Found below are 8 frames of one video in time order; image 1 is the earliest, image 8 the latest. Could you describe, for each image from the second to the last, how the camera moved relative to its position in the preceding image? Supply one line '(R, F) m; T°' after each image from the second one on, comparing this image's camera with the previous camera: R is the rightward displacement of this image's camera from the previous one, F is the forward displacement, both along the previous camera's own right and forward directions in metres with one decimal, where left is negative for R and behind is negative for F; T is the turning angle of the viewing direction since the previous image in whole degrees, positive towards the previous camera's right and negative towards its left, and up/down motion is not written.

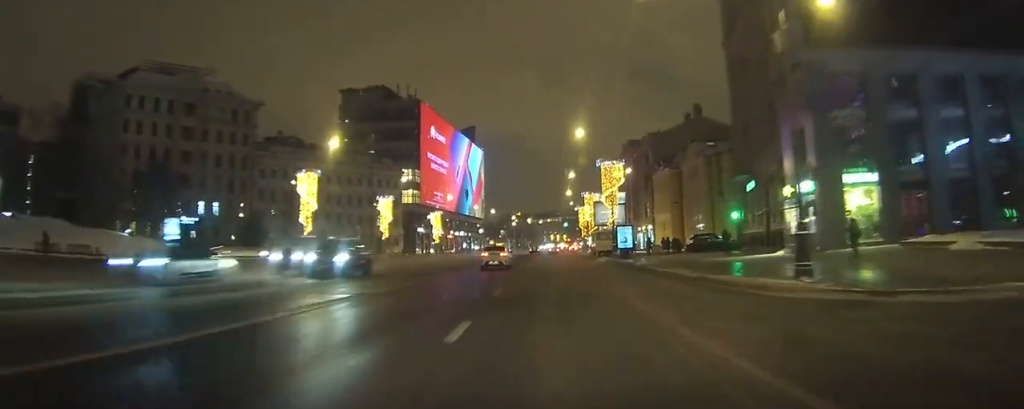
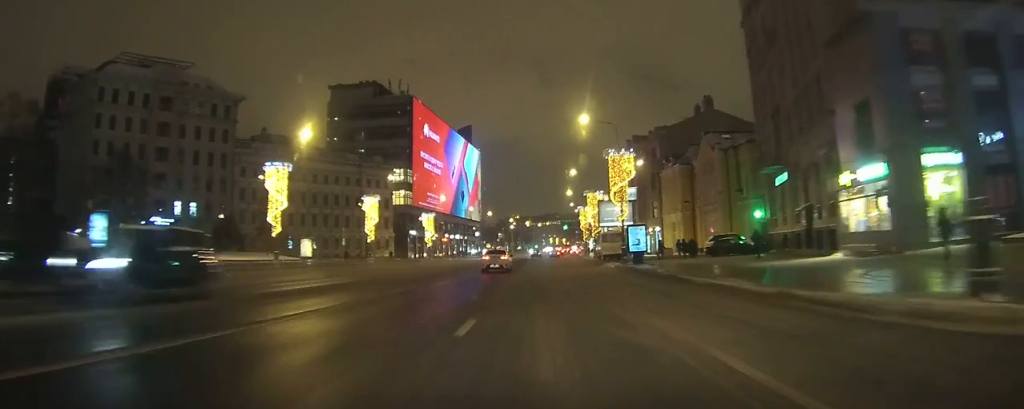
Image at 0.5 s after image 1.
(0.0, +6.3) m; 0°
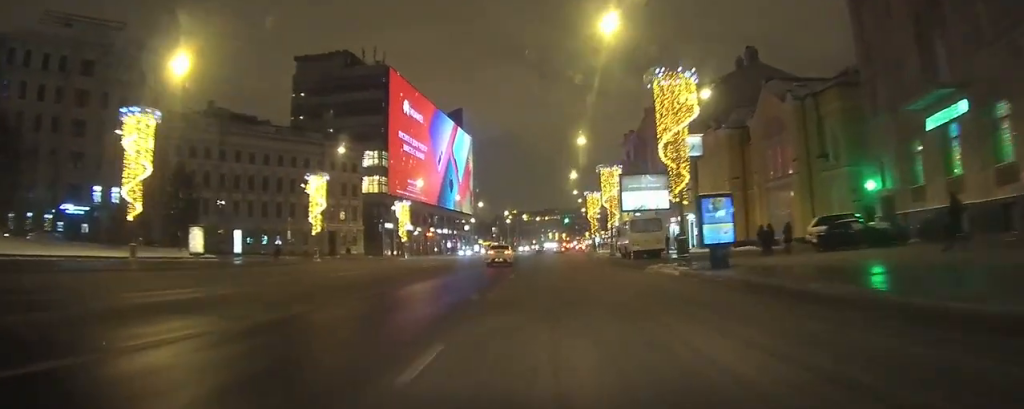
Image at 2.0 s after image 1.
(-0.1, +20.3) m; 0°
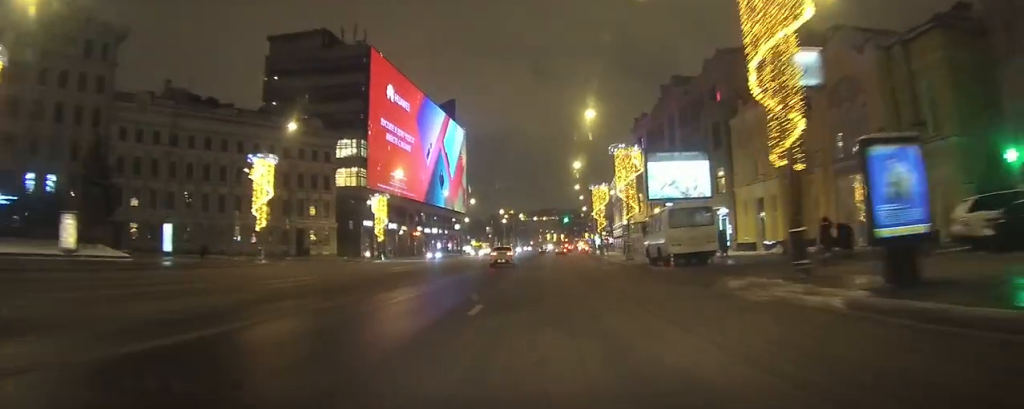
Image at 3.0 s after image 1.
(+0.1, +14.3) m; +1°
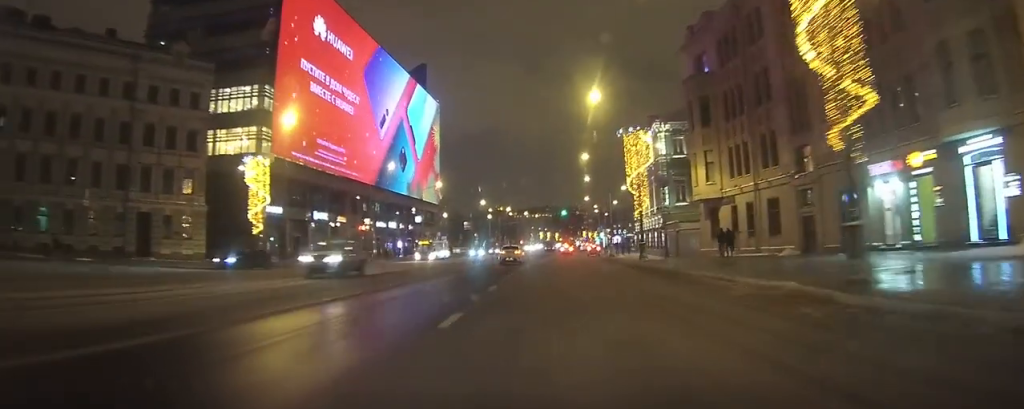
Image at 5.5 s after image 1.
(+0.7, +36.8) m; +1°
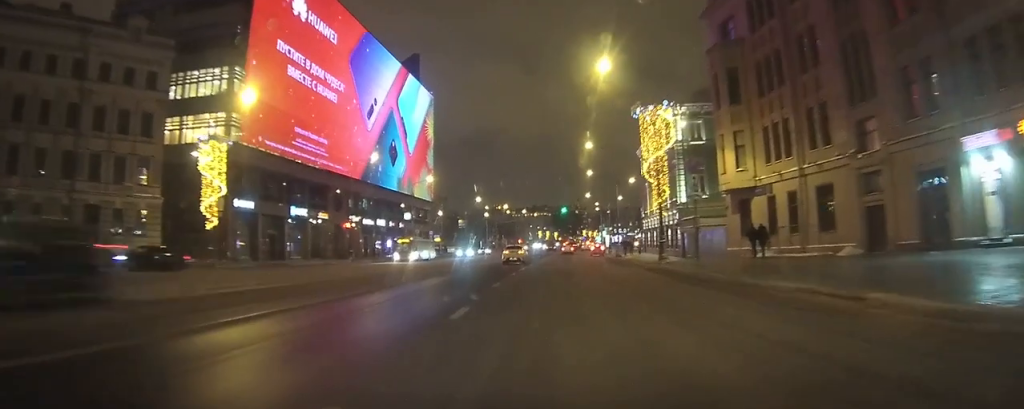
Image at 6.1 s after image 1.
(0.0, +8.2) m; 0°
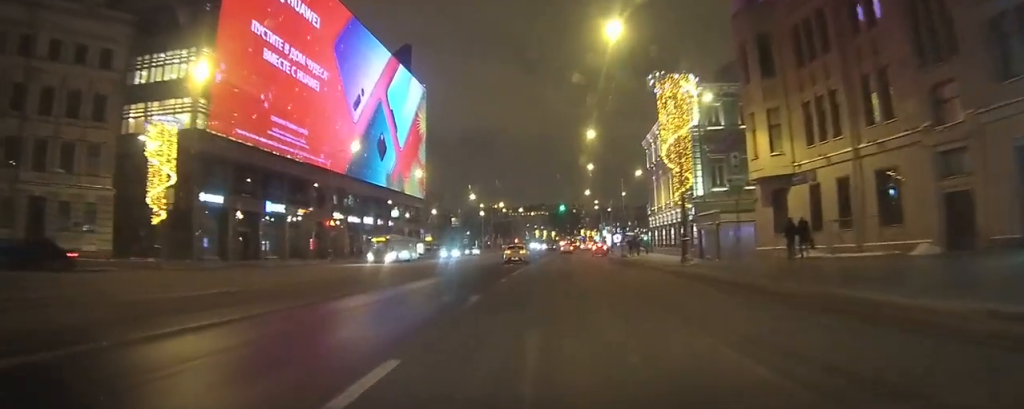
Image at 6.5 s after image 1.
(0.0, +6.9) m; 0°
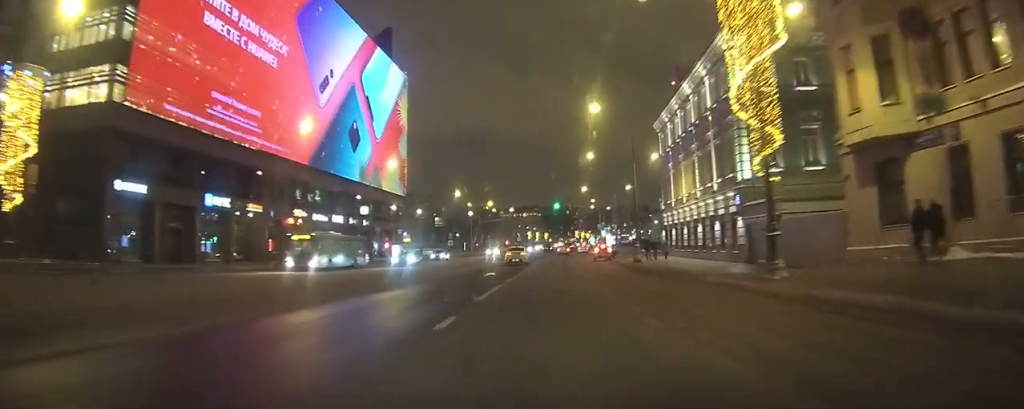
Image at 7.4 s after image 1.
(0.0, +13.1) m; 0°
